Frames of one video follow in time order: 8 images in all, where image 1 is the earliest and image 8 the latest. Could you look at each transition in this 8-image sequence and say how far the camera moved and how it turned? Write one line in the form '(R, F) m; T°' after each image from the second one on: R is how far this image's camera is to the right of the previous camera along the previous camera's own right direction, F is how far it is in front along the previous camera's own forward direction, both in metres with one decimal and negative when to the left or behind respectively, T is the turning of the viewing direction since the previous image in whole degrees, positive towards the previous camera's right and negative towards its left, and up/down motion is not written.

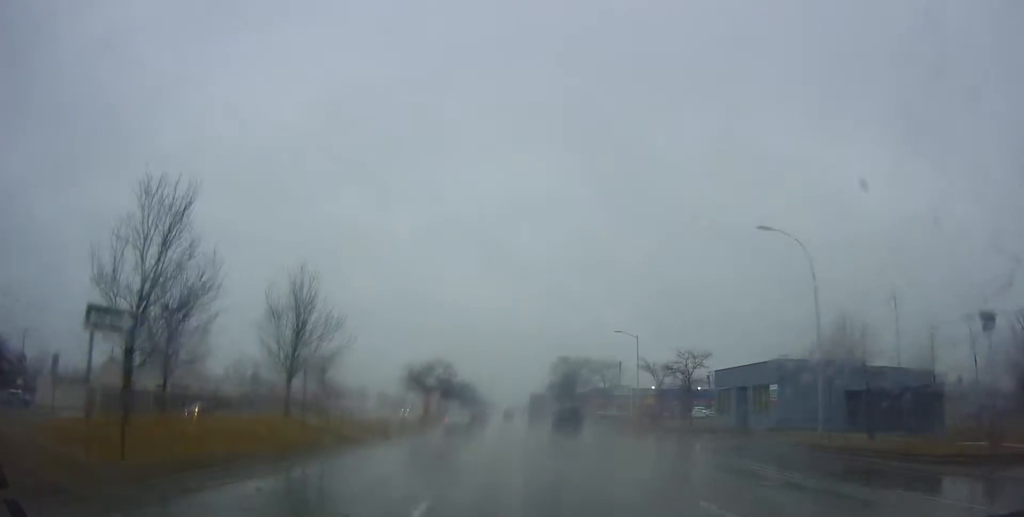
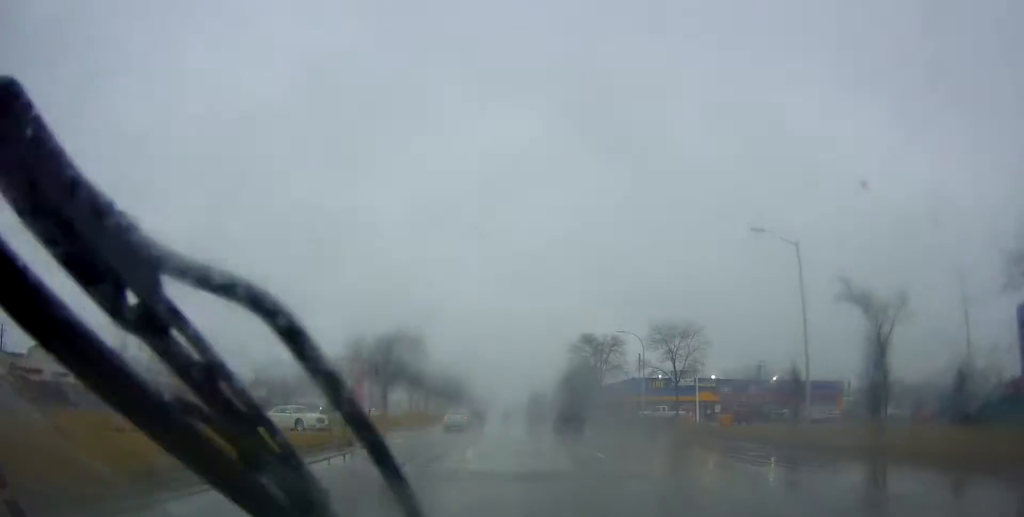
(-0.9, +33.2) m; -1°
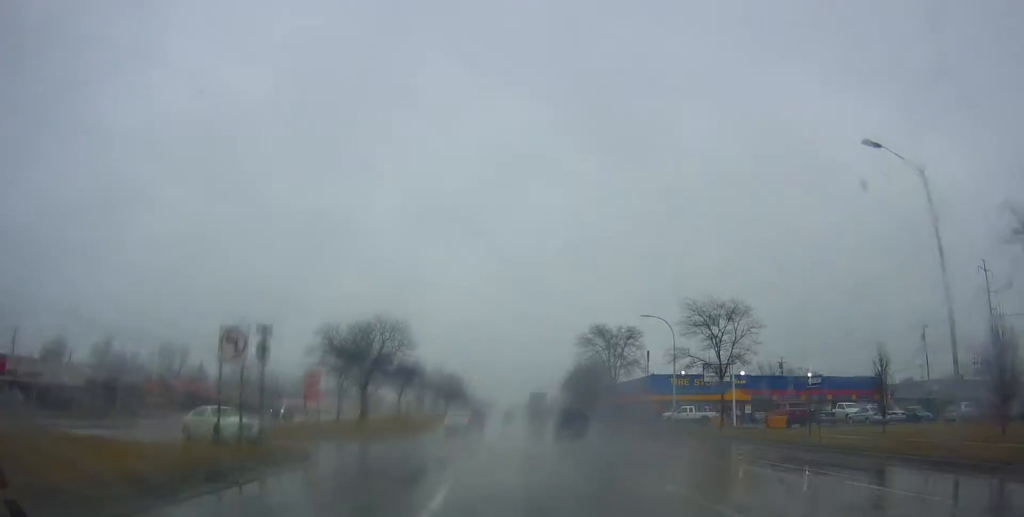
(+0.3, +10.0) m; +1°
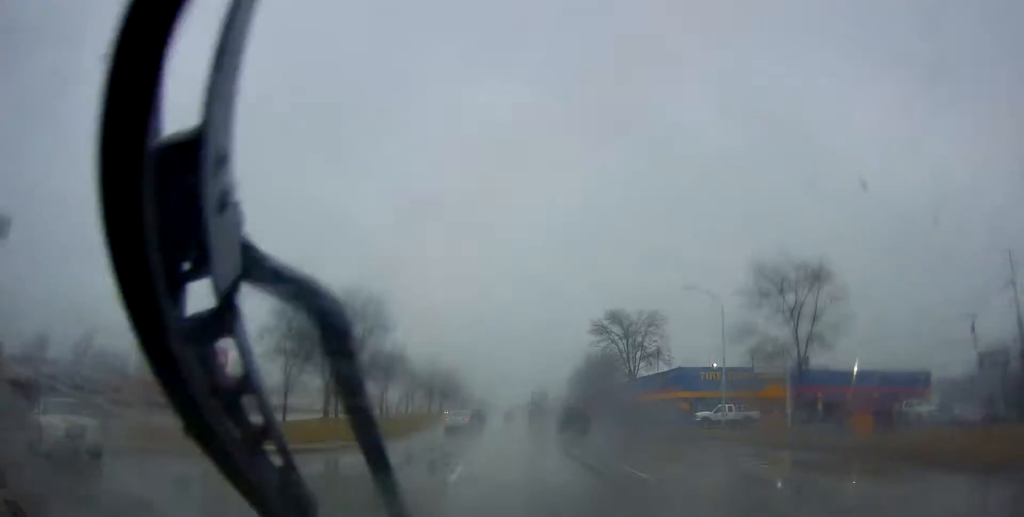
(+0.6, +10.7) m; +1°
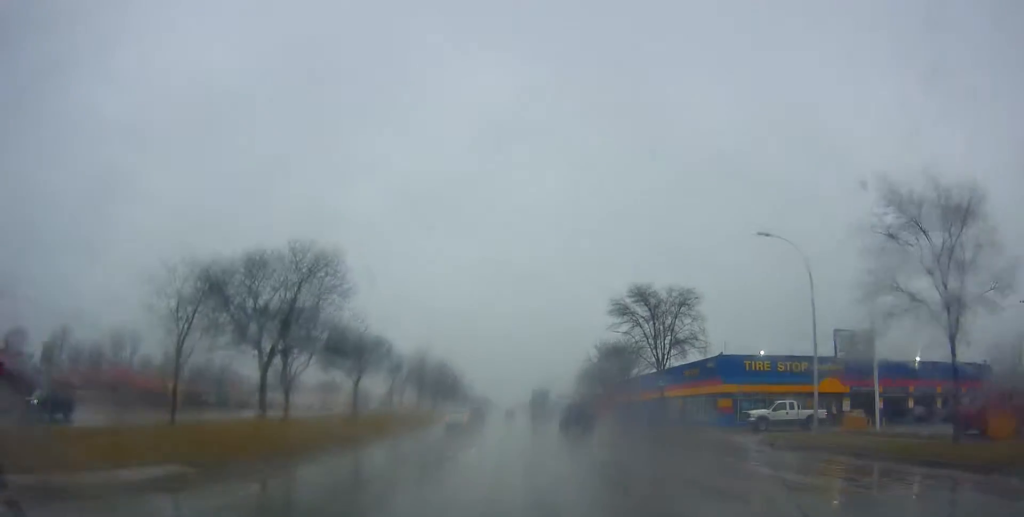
(-0.2, +11.3) m; 0°
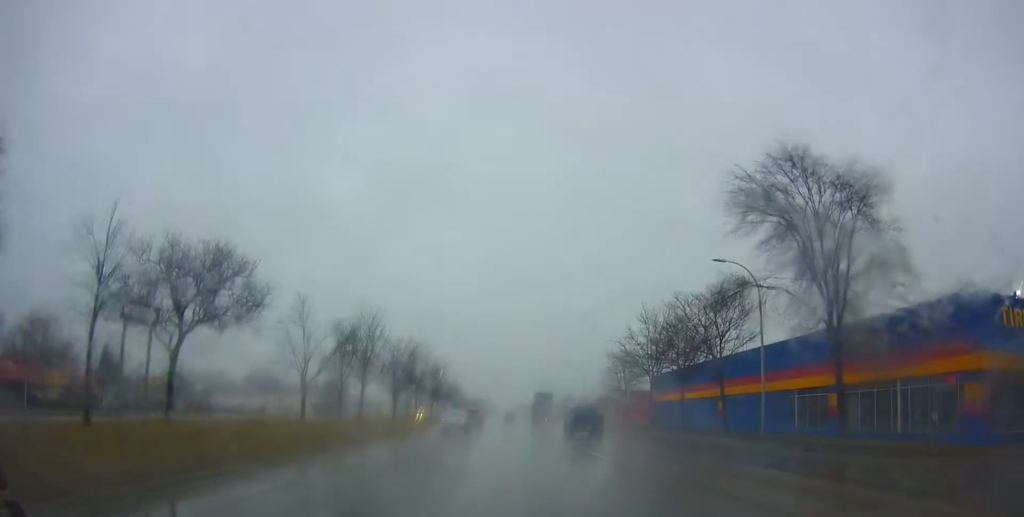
(+0.1, +29.2) m; 0°
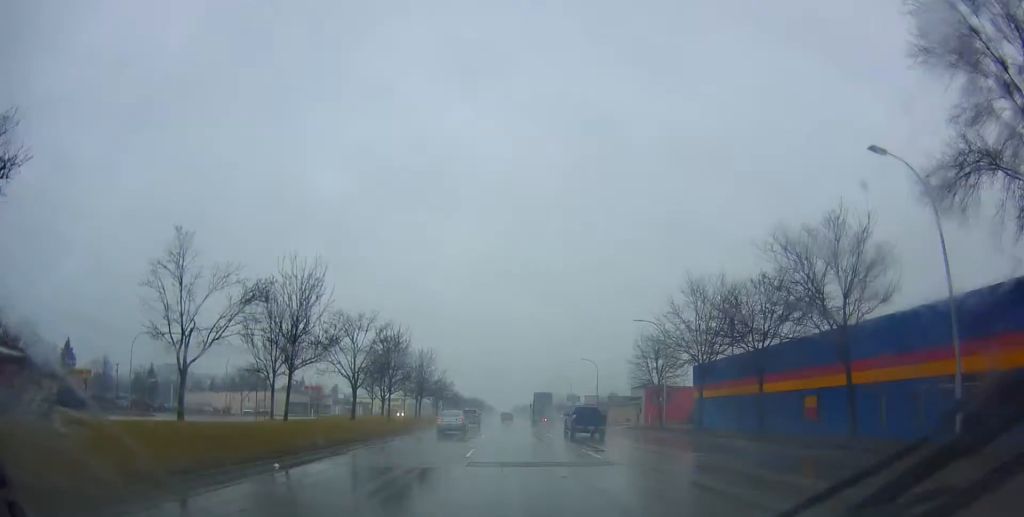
(-0.3, +15.3) m; 0°
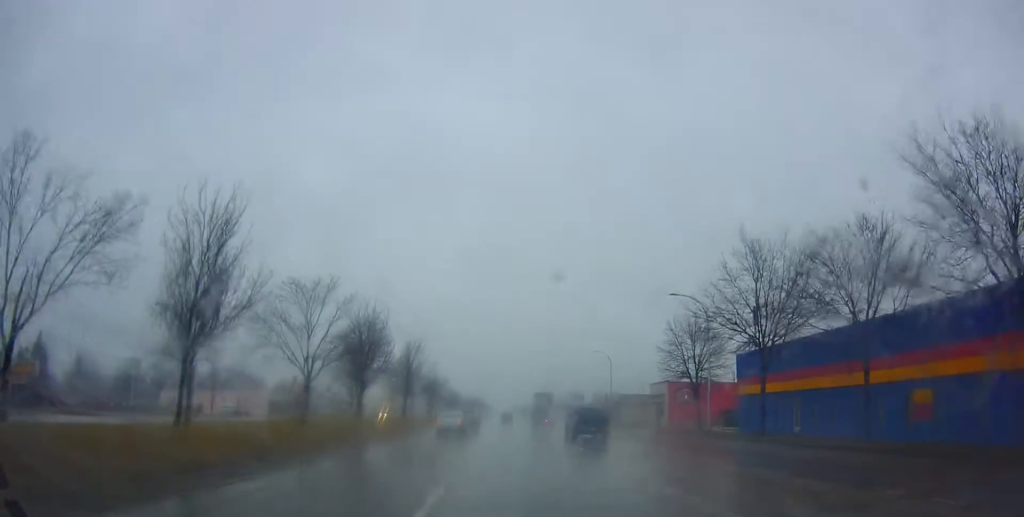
(0.0, +10.6) m; 0°
